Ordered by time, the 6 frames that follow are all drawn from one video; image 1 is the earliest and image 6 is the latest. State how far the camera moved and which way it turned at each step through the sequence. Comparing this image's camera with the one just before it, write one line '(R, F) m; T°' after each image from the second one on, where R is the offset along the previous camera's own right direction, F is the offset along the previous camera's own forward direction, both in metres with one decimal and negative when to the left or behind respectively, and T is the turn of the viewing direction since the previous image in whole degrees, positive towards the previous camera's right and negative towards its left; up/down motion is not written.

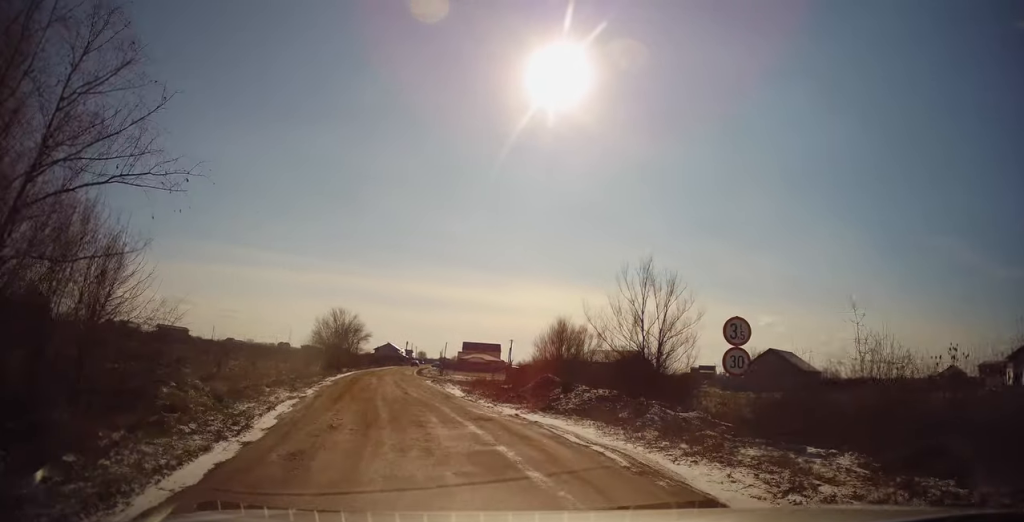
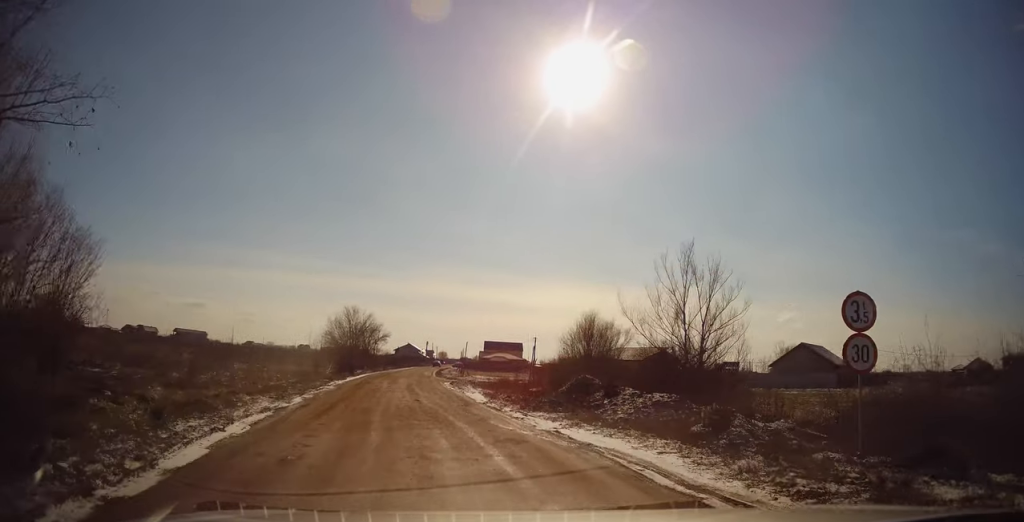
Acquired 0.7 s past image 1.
(0.0, +3.4) m; -3°
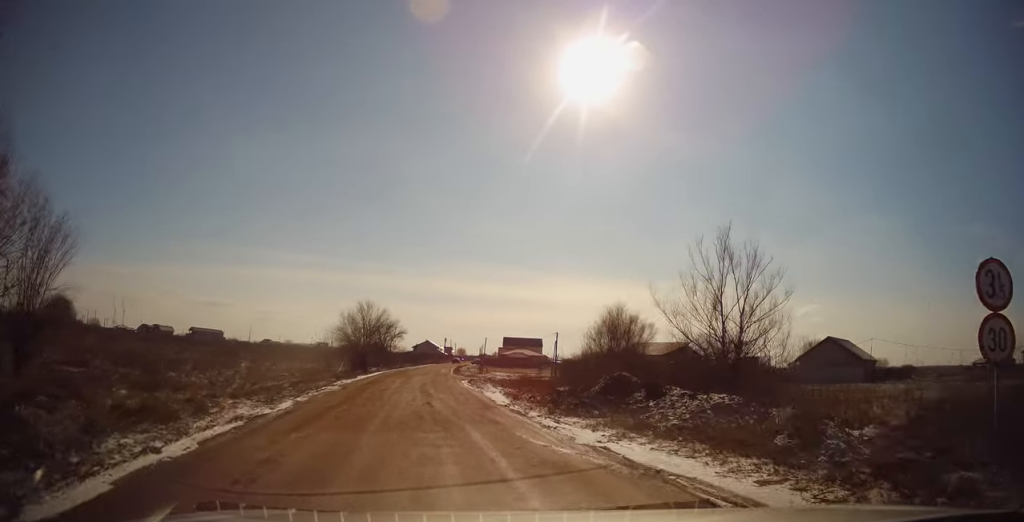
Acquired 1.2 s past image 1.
(0.0, +2.3) m; -2°
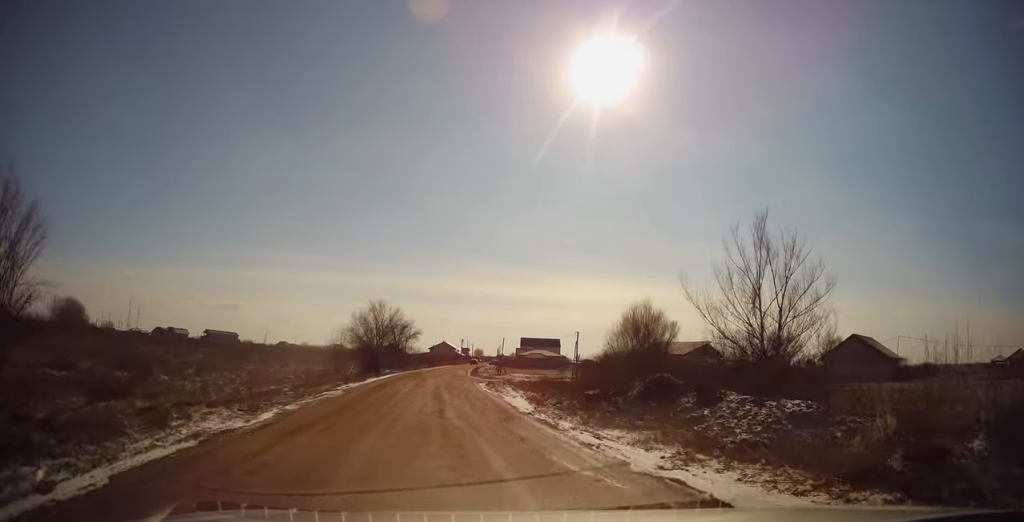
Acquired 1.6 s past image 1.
(-0.1, +2.3) m; -3°
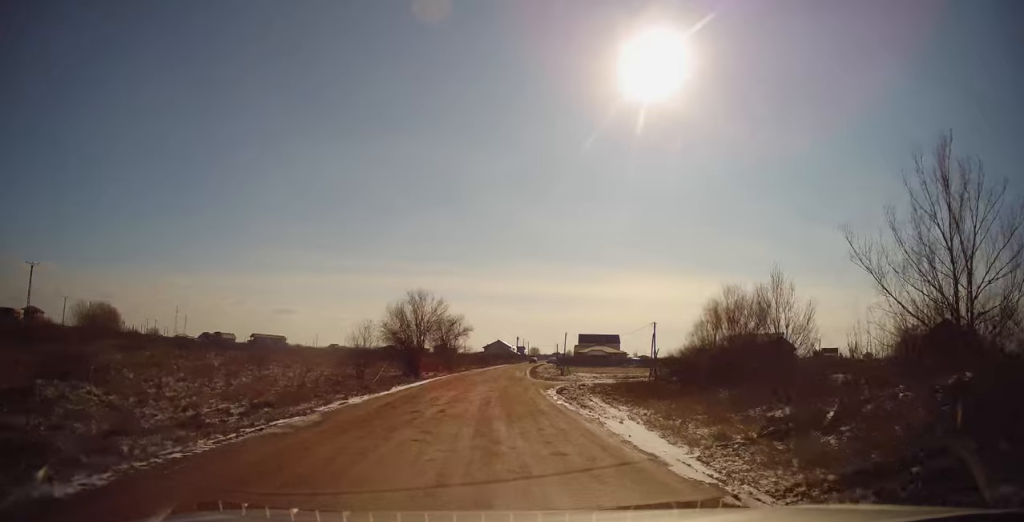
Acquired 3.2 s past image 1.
(-0.8, +9.1) m; -5°
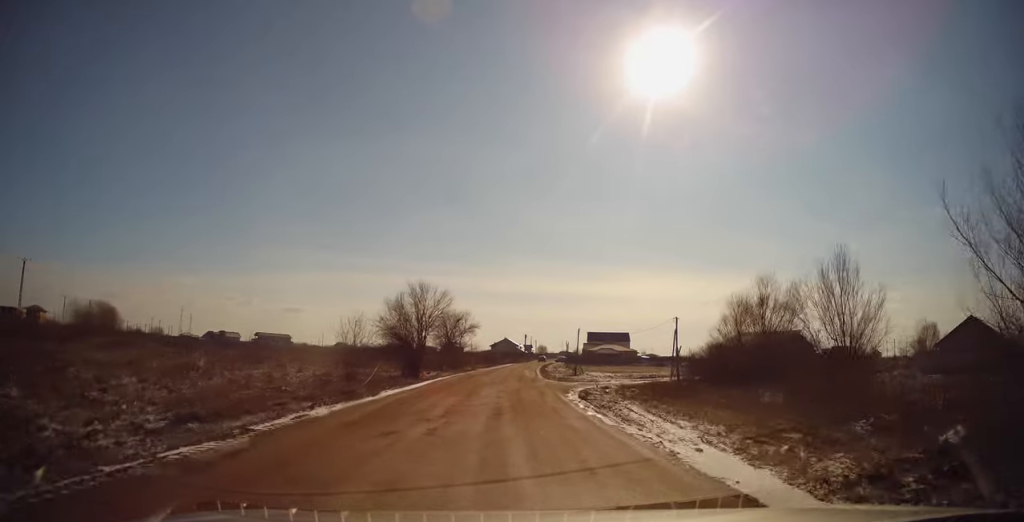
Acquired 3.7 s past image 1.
(+0.1, +3.8) m; +1°
